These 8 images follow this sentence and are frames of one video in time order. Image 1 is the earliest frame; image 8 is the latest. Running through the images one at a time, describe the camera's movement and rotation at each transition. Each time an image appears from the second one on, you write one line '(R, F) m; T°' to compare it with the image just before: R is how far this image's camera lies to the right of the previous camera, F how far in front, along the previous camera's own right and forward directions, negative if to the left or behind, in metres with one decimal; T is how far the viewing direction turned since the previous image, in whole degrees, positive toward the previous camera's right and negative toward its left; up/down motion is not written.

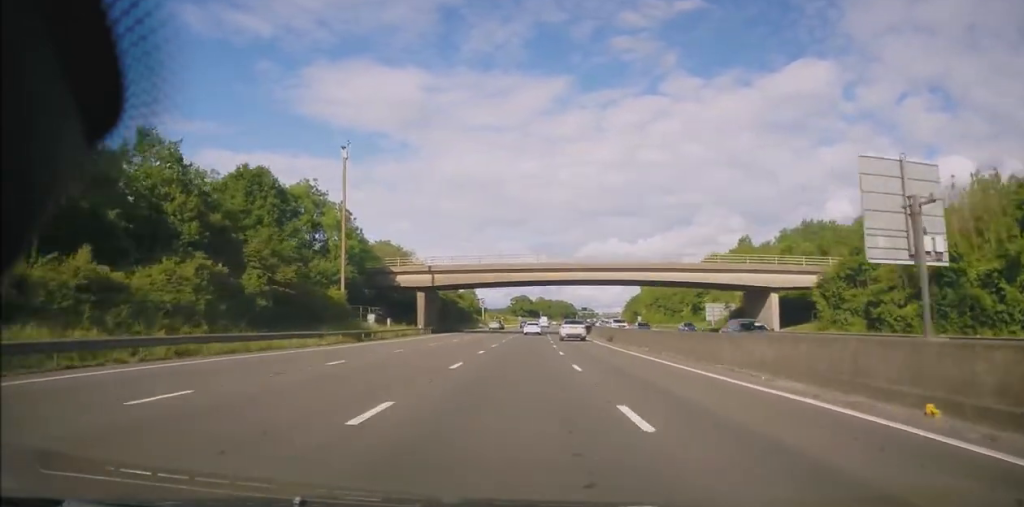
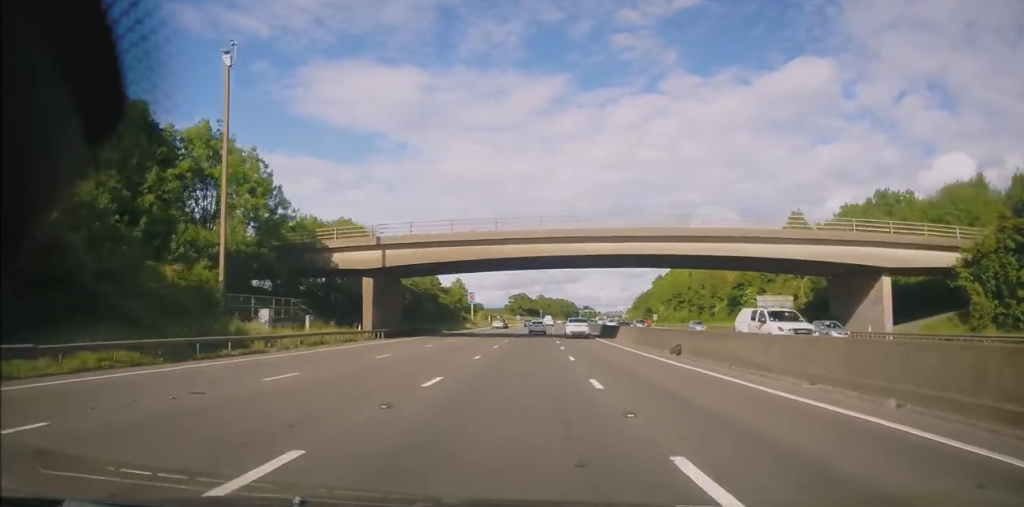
(-0.2, +21.5) m; 0°
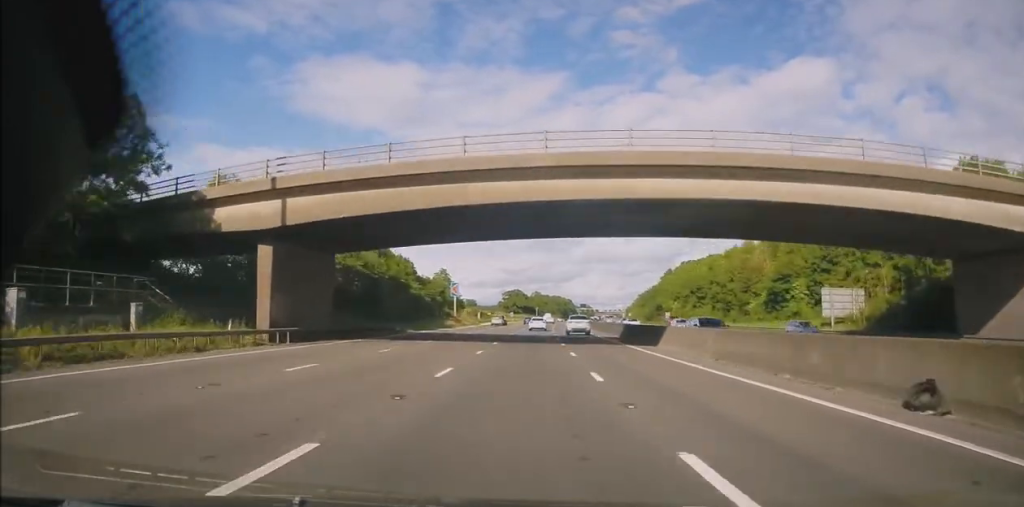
(+0.2, +17.4) m; +1°
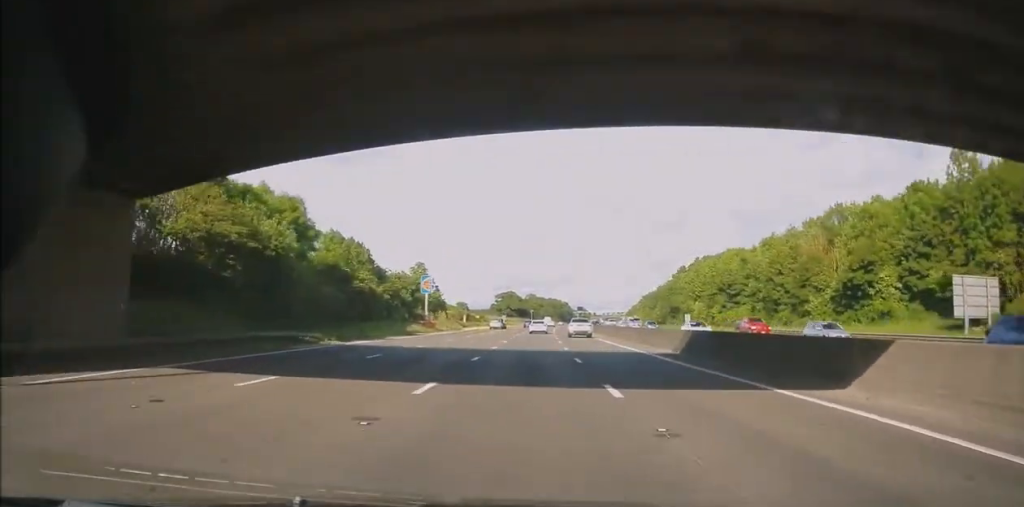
(+0.1, +19.6) m; 0°
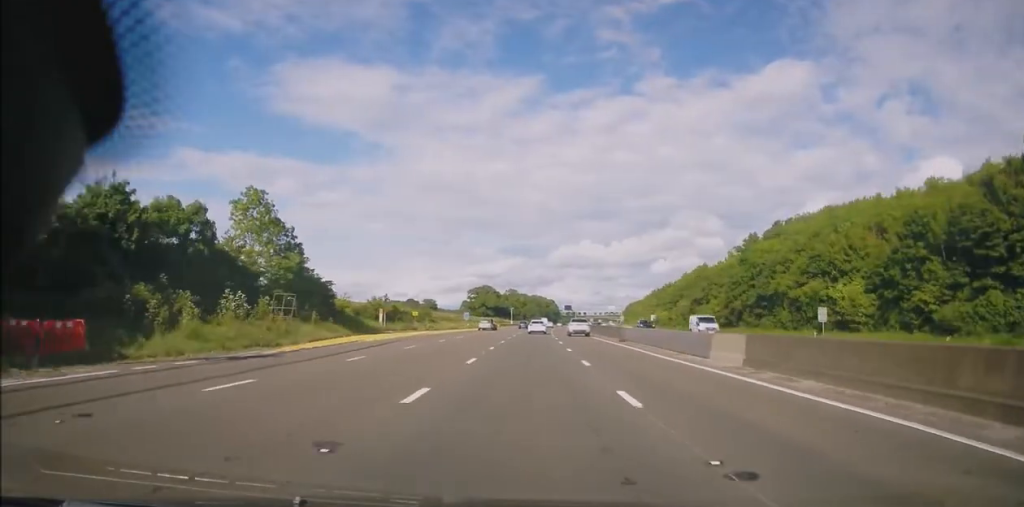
(+0.4, +55.4) m; +2°
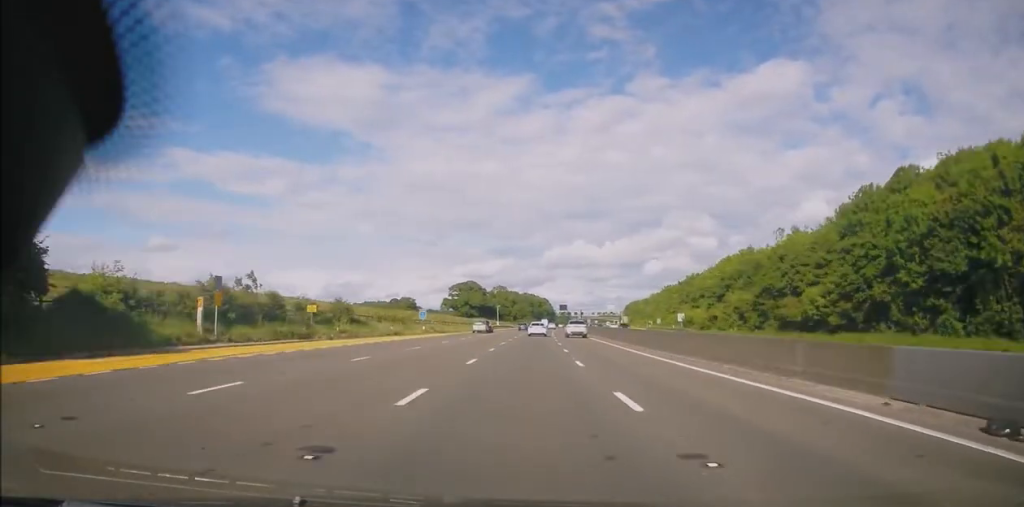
(+0.5, +34.5) m; +1°
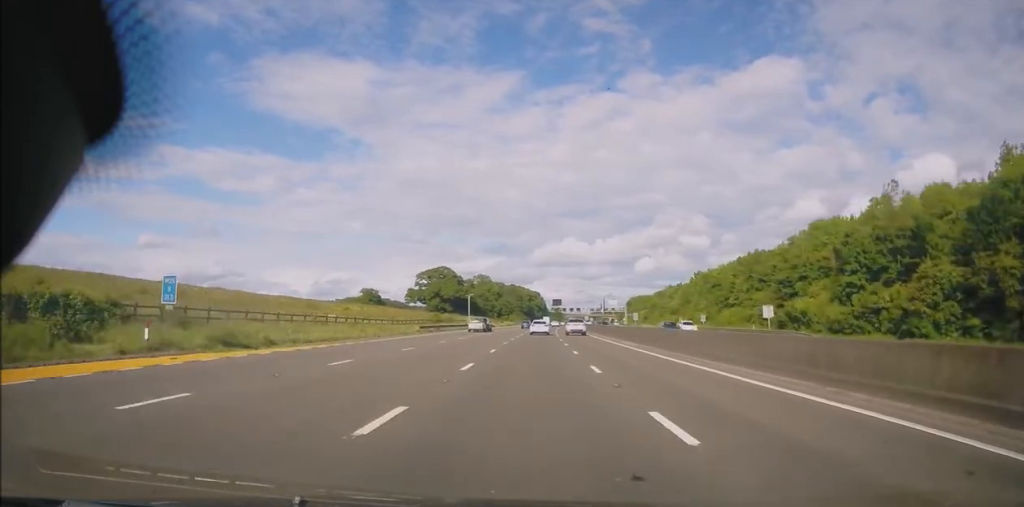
(0.0, +47.0) m; +1°
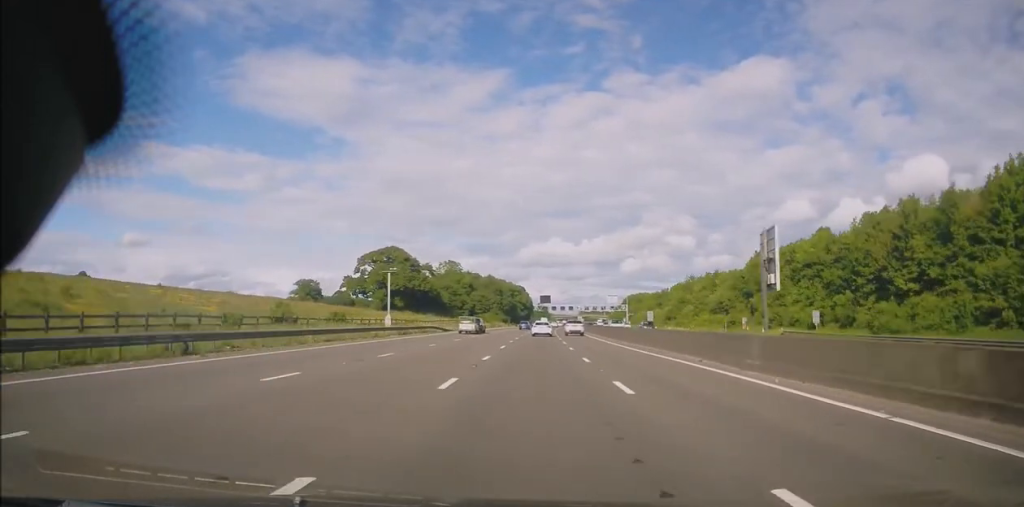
(+1.4, +47.8) m; +2°
